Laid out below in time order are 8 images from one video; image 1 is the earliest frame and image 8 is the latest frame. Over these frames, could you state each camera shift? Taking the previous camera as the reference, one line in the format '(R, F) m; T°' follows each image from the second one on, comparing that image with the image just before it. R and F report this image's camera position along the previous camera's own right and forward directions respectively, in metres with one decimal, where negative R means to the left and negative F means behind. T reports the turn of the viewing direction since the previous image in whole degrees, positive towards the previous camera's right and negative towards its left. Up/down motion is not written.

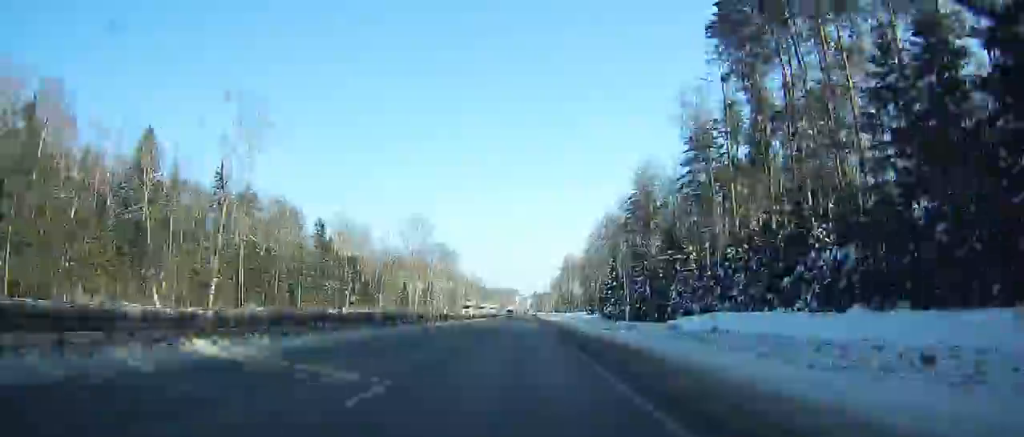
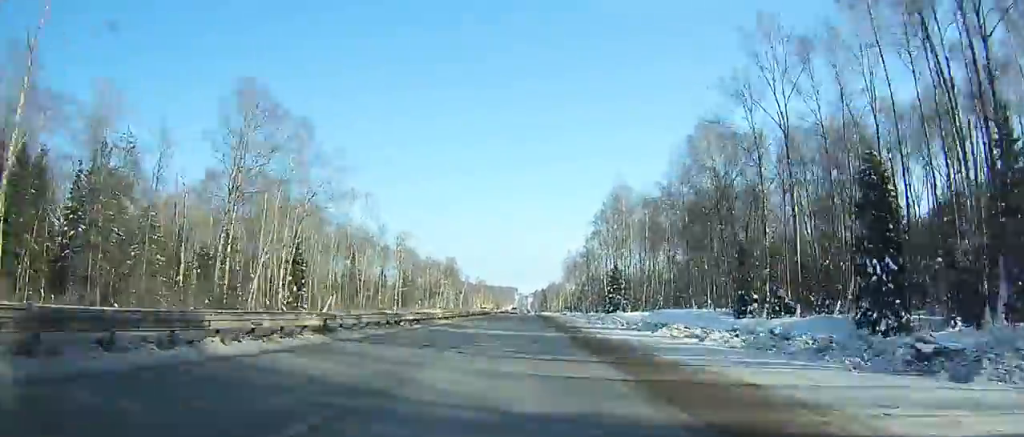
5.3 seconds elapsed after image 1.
(+0.2, +137.0) m; 0°
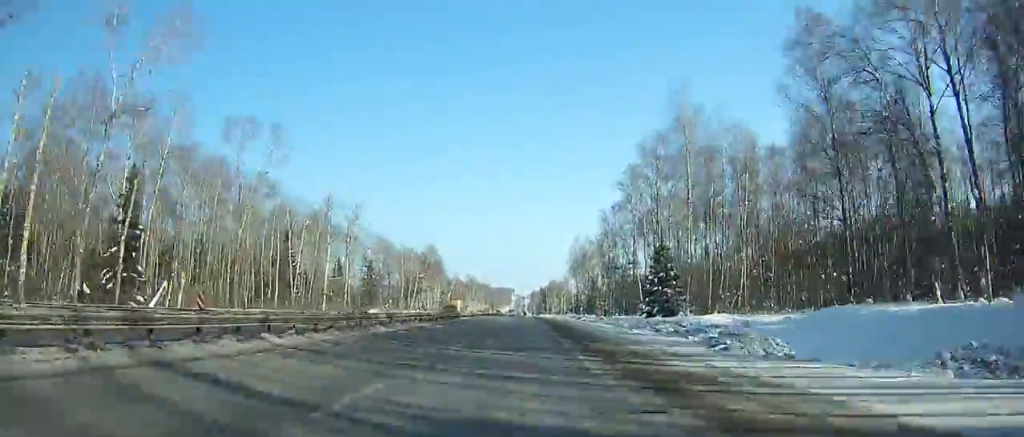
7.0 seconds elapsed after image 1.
(+0.2, +44.6) m; 0°
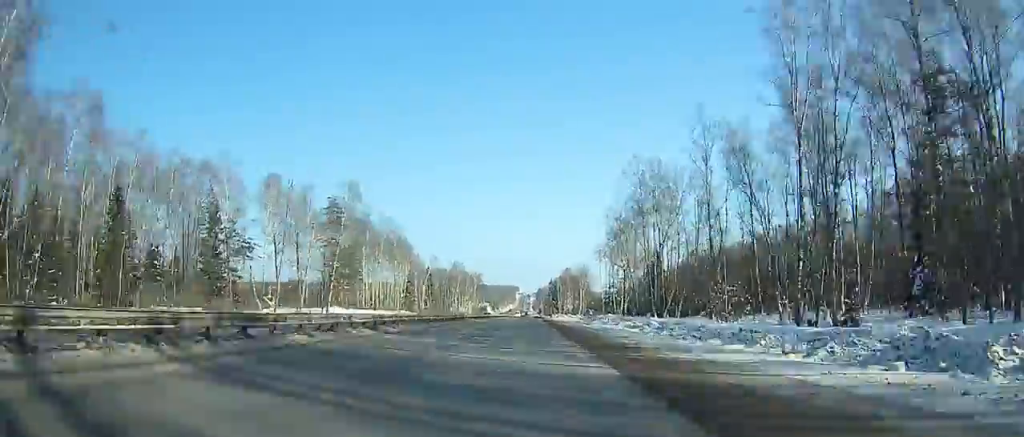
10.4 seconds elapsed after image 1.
(+0.1, +89.8) m; 0°
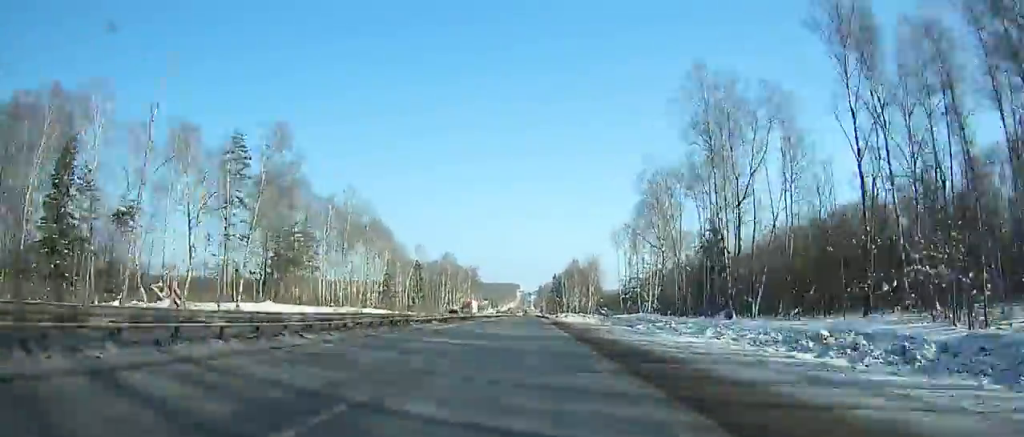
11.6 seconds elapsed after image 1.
(-0.1, +31.8) m; 0°
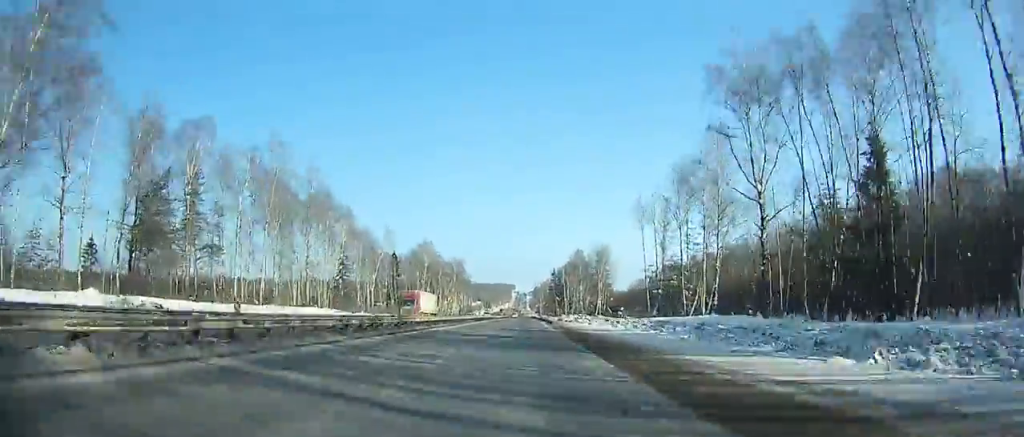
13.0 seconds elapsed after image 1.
(-0.2, +37.2) m; 0°
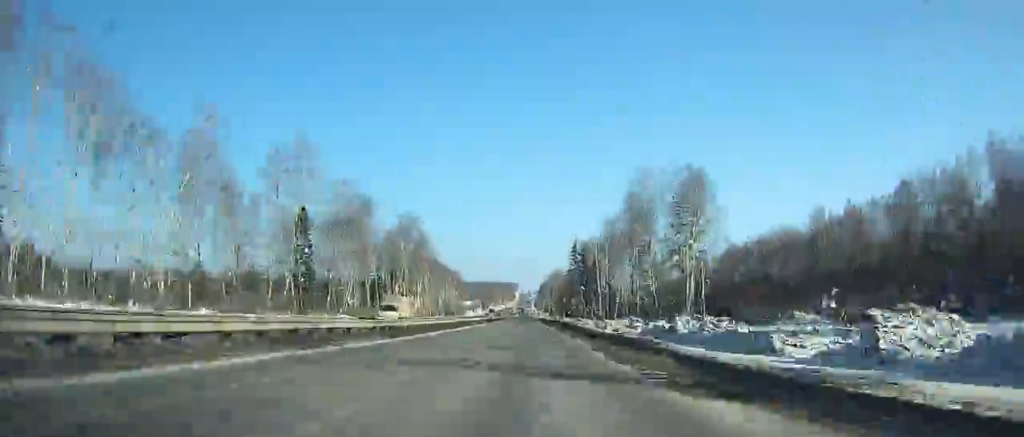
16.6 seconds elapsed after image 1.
(-0.2, +95.5) m; 0°
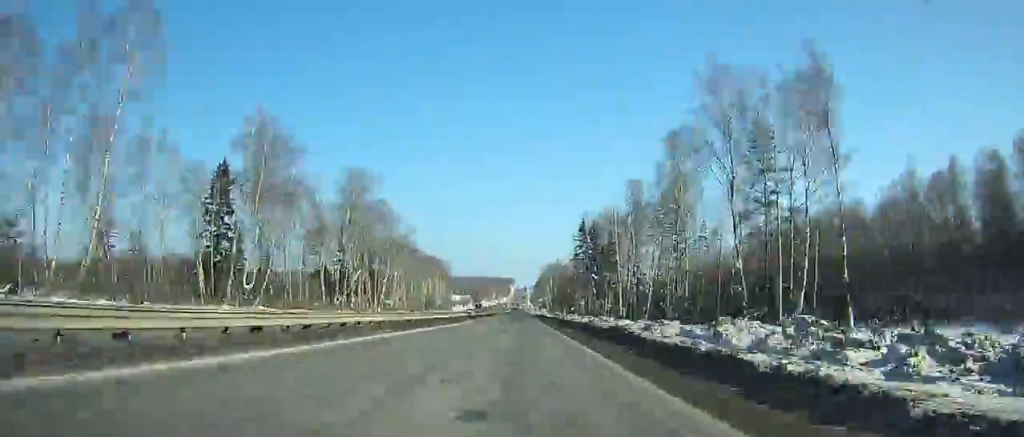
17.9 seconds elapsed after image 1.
(+0.1, +34.3) m; 0°
